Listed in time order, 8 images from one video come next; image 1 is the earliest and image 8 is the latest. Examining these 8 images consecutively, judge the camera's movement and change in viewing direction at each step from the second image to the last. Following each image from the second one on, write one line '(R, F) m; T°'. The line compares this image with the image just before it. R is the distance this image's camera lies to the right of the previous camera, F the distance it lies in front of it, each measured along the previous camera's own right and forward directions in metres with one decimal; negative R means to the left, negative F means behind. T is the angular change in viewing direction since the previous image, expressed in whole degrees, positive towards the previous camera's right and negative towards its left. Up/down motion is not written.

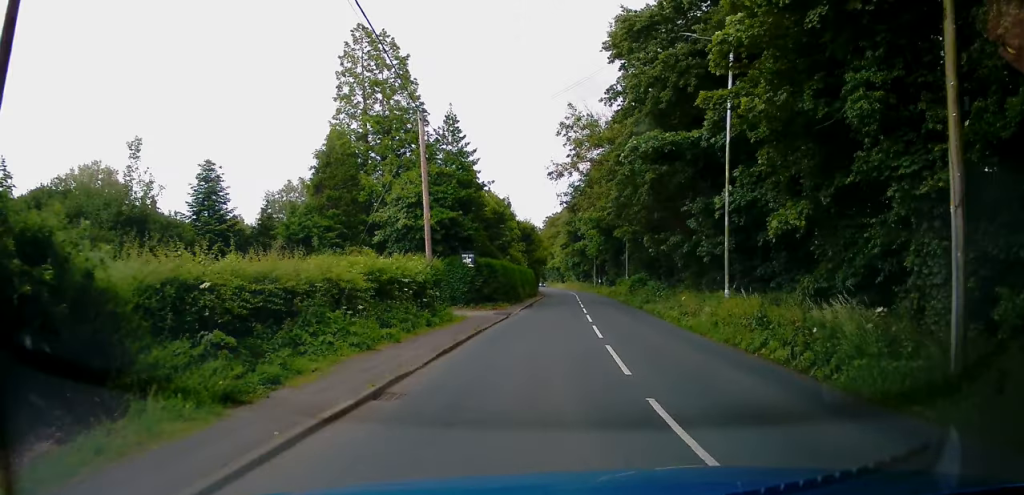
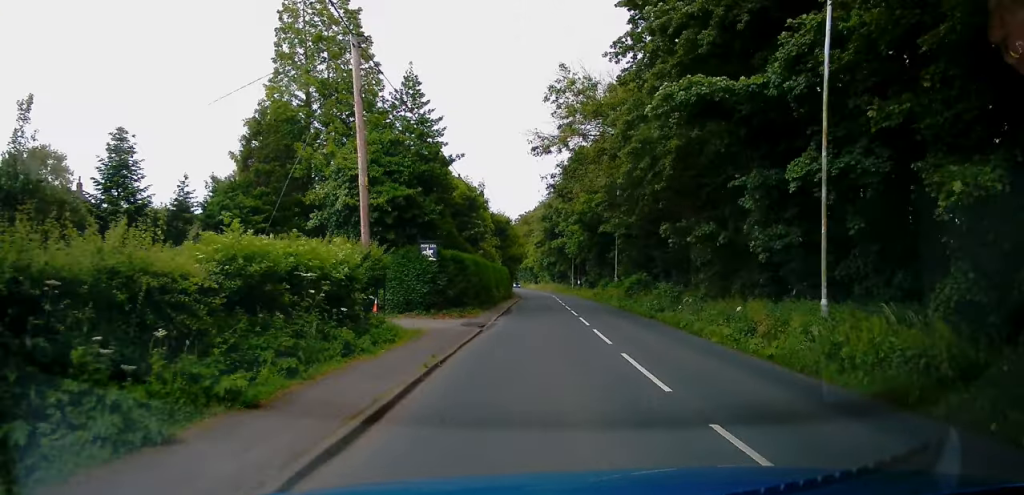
(+0.4, +7.4) m; +4°
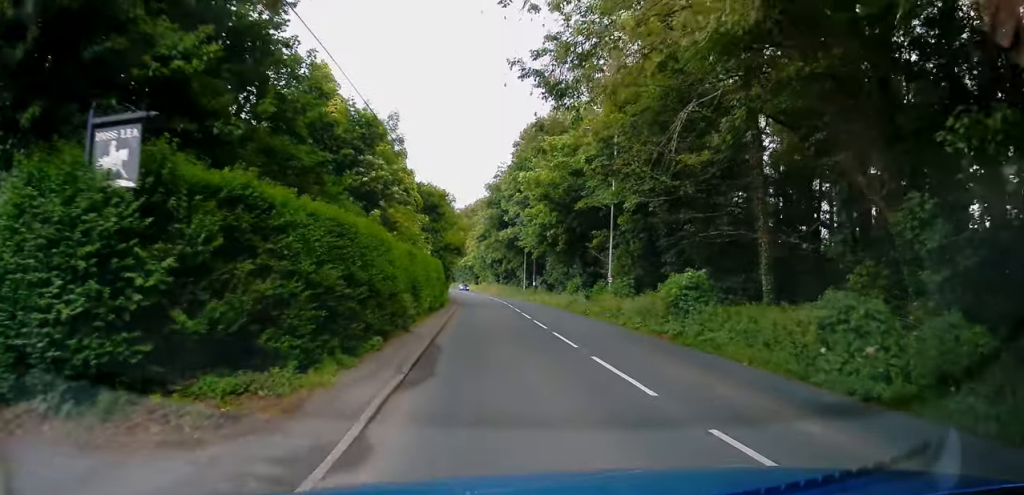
(+1.0, +18.6) m; +4°
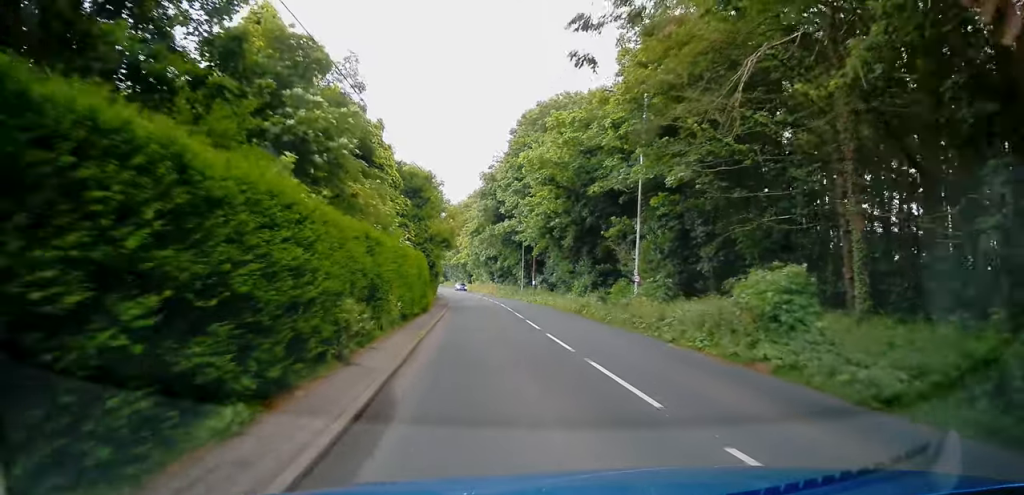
(-0.1, +6.8) m; +1°
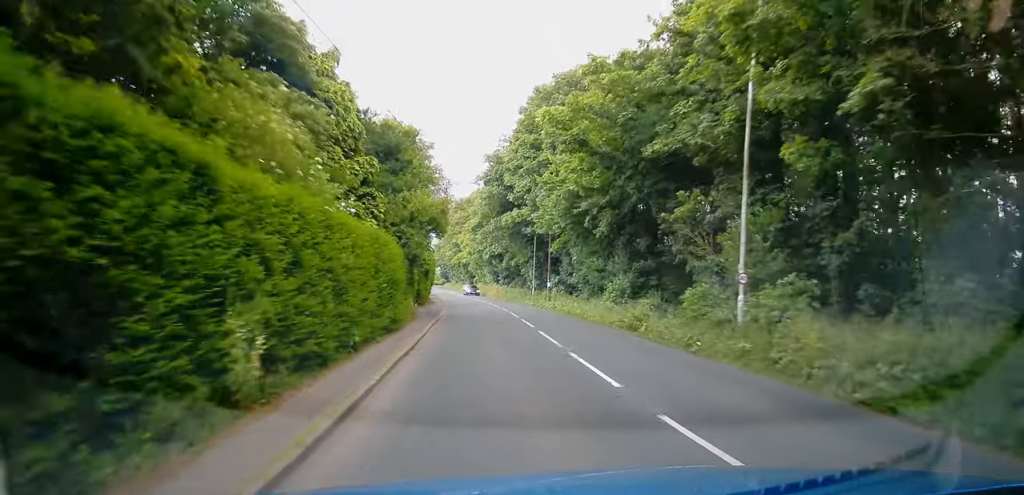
(+0.2, +10.3) m; +1°
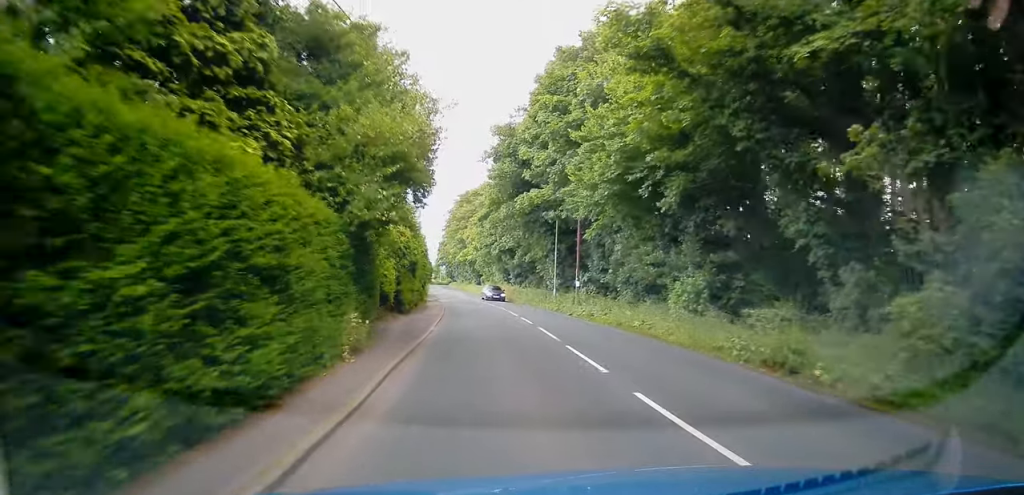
(+0.1, +10.9) m; 0°
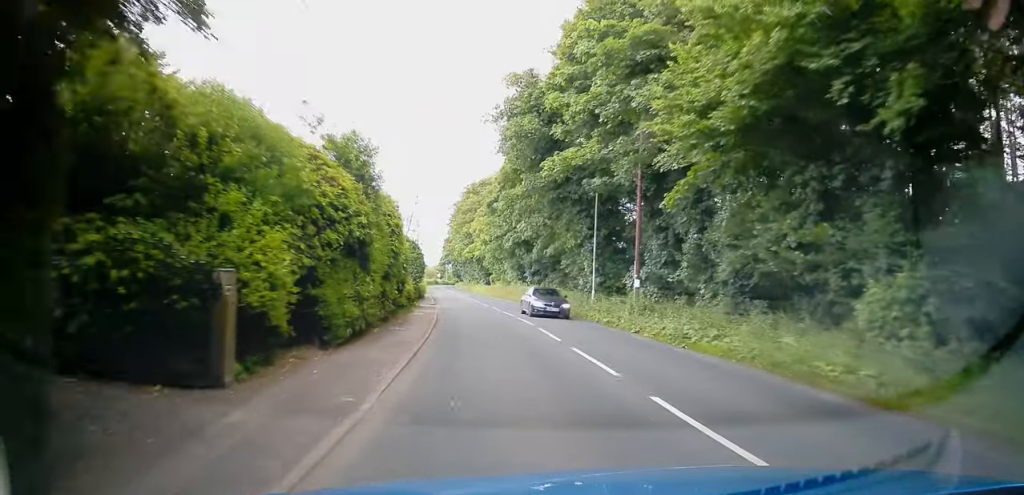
(-0.4, +12.0) m; 0°
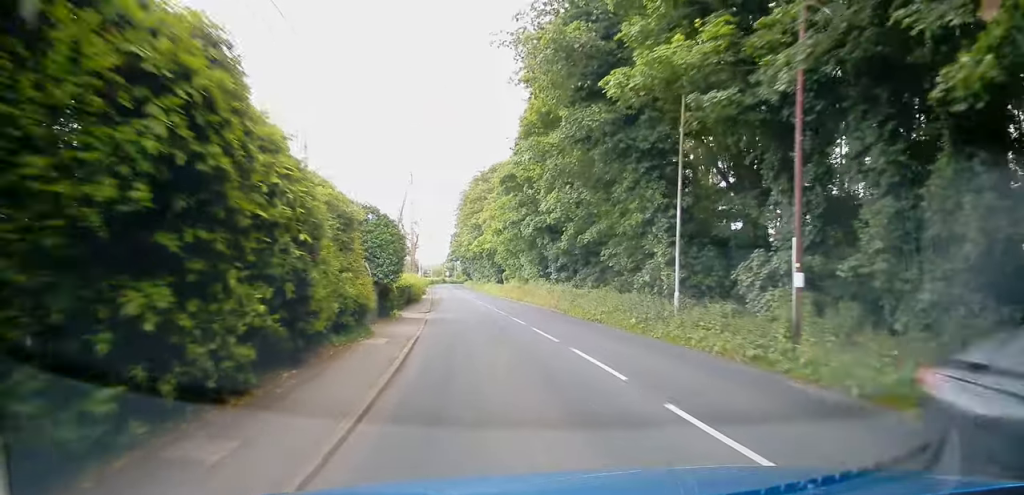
(+0.4, +12.7) m; 0°
